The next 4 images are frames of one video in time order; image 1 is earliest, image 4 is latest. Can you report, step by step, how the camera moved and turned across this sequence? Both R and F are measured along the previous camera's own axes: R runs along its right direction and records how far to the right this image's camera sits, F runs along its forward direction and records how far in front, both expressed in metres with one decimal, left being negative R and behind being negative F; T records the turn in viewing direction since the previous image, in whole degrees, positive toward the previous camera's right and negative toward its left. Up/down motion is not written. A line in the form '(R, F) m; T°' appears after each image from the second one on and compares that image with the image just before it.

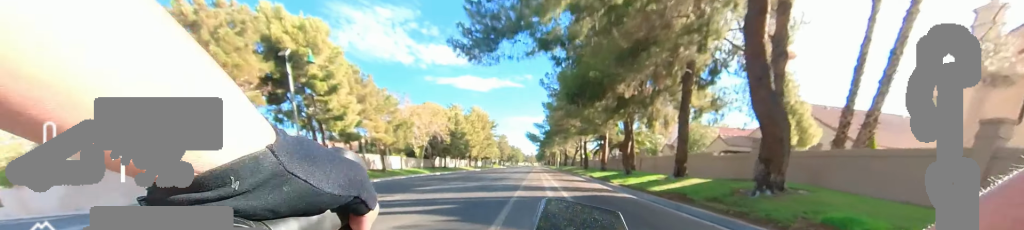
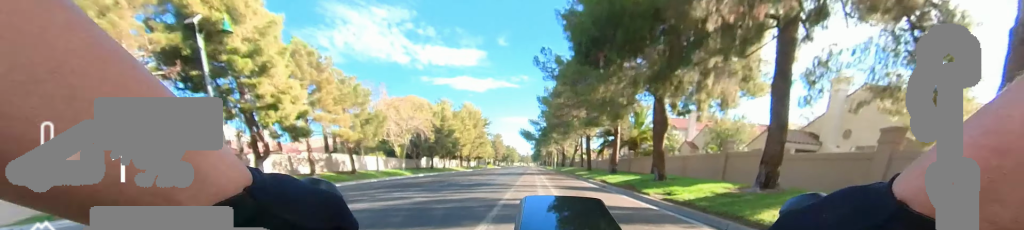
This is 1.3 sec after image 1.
(0.0, +6.4) m; 0°
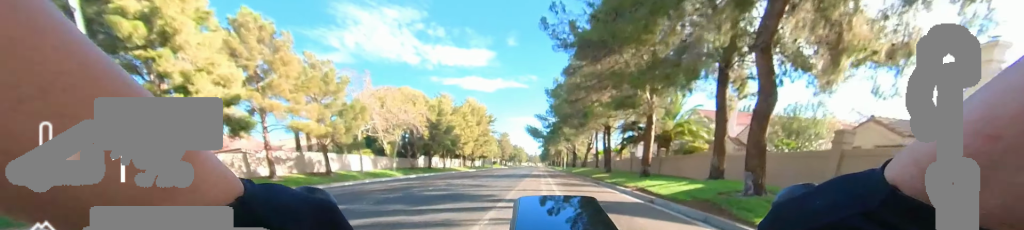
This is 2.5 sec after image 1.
(0.0, +6.3) m; 0°
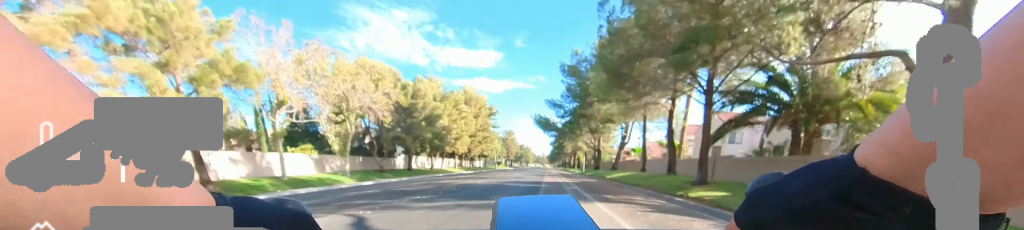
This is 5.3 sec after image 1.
(0.0, +13.5) m; 0°
